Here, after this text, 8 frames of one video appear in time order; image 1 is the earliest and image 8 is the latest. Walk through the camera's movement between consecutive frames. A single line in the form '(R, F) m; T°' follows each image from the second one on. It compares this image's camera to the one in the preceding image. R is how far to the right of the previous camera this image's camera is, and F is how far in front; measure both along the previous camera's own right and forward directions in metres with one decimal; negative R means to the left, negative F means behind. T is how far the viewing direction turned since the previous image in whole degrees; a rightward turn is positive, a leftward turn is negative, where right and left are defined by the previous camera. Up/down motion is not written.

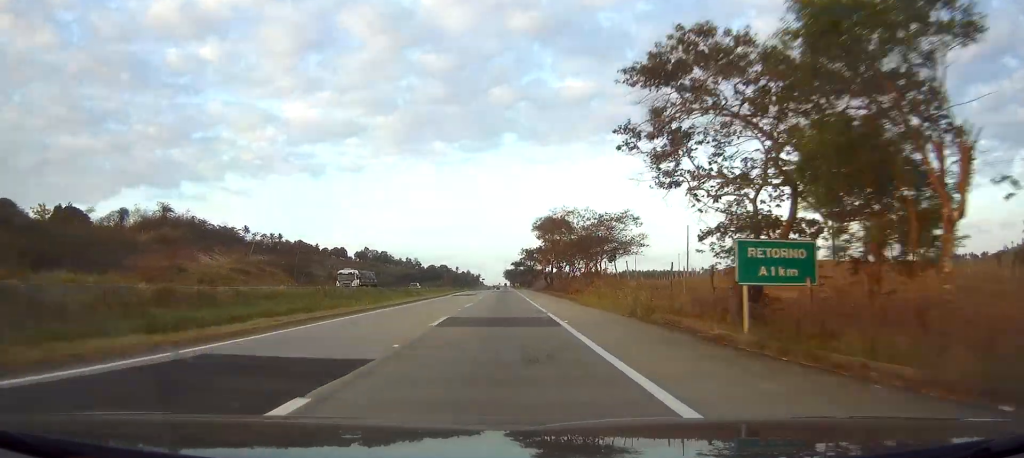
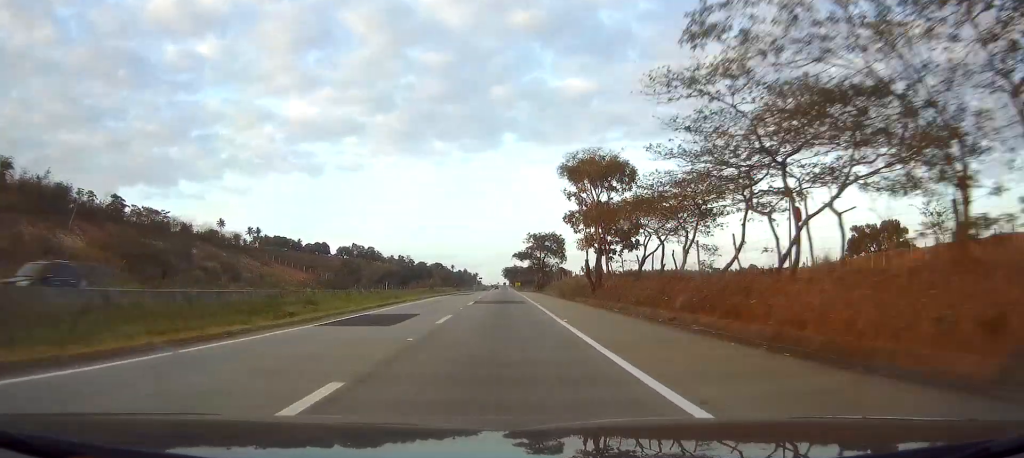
(0.0, +47.5) m; 0°
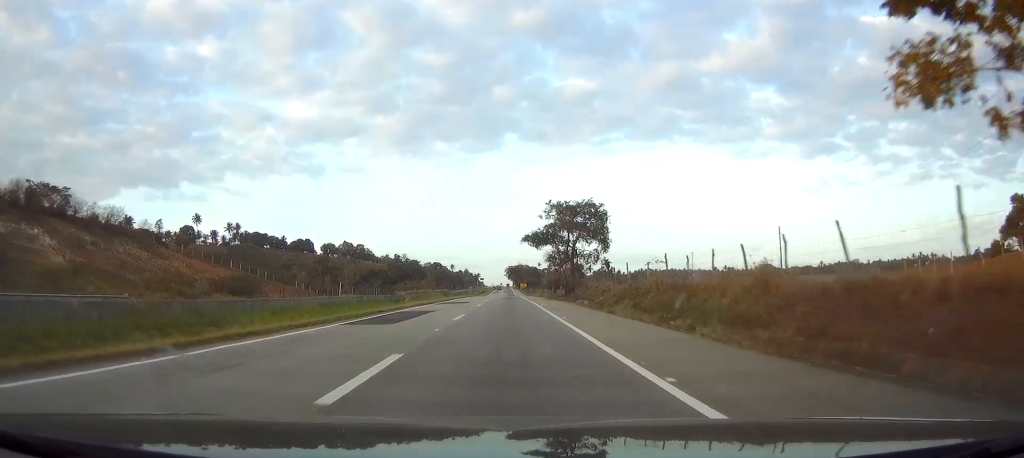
(-0.1, +45.1) m; 0°
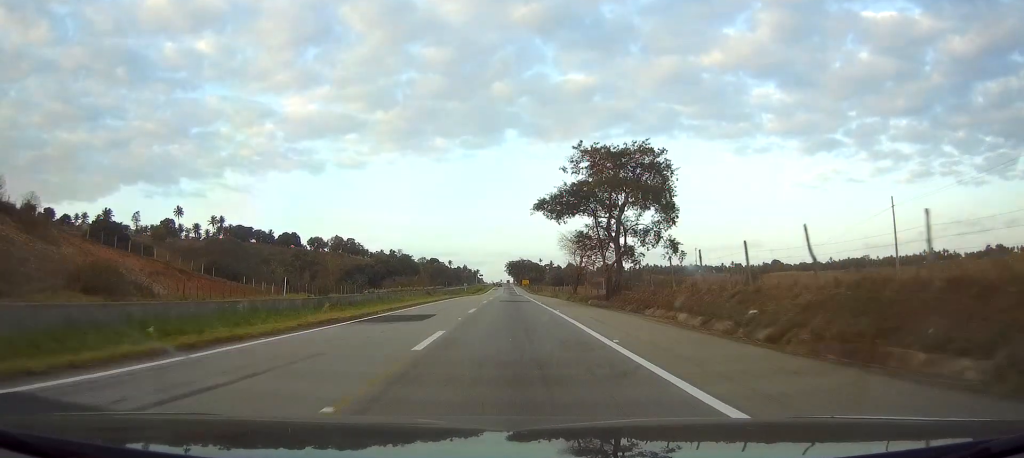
(0.0, +27.1) m; 0°
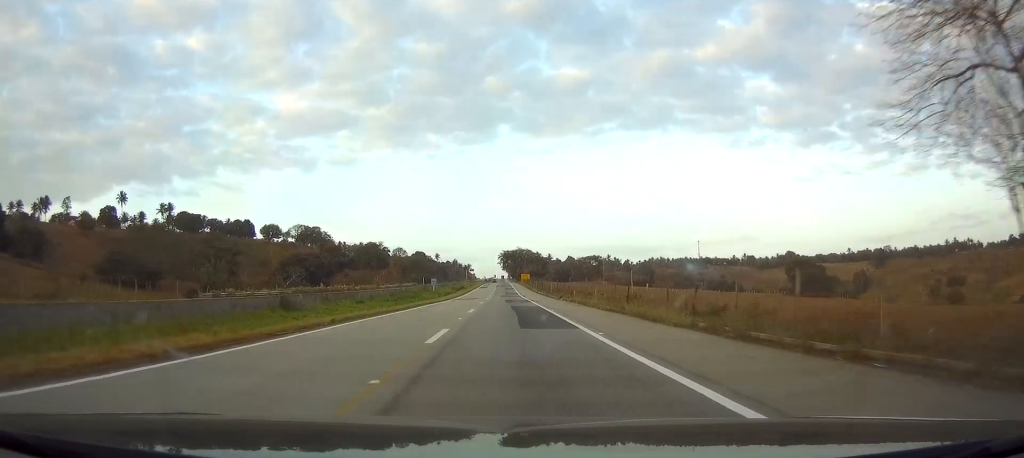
(-0.1, +63.0) m; 0°
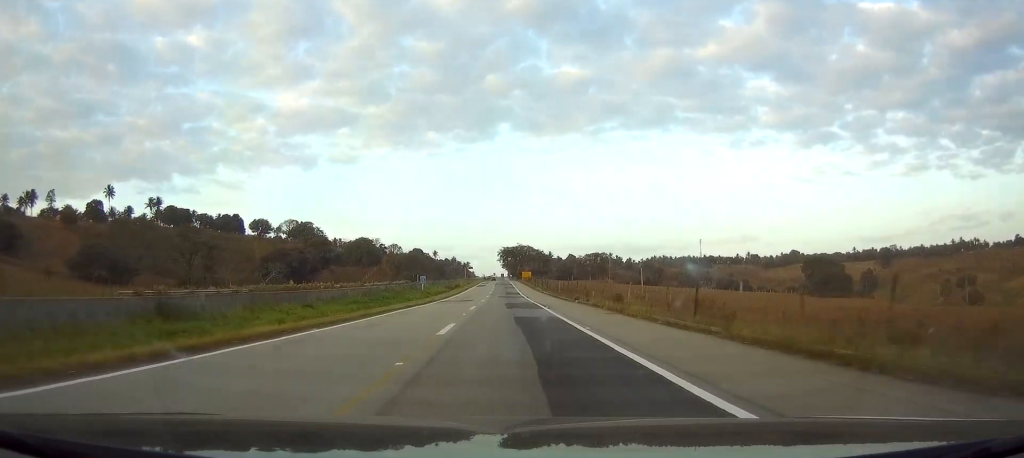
(0.0, +13.5) m; 0°
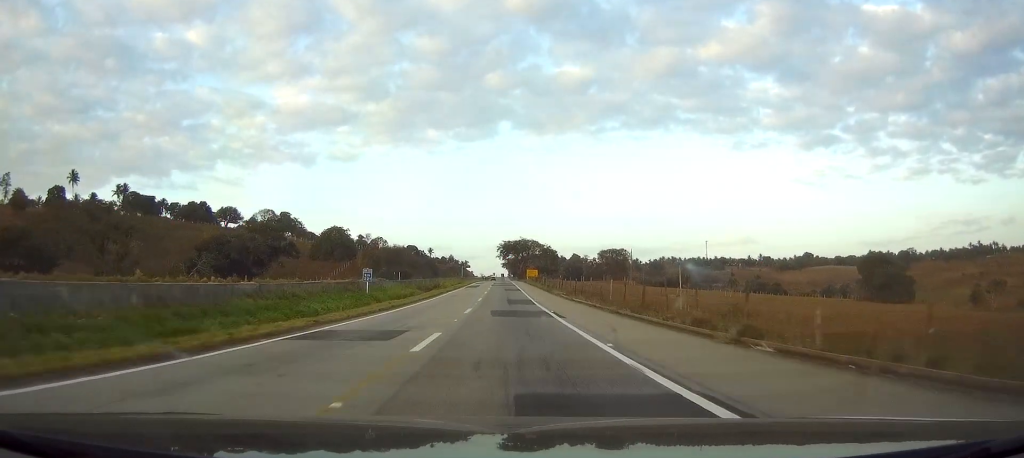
(+0.3, +36.2) m; 0°
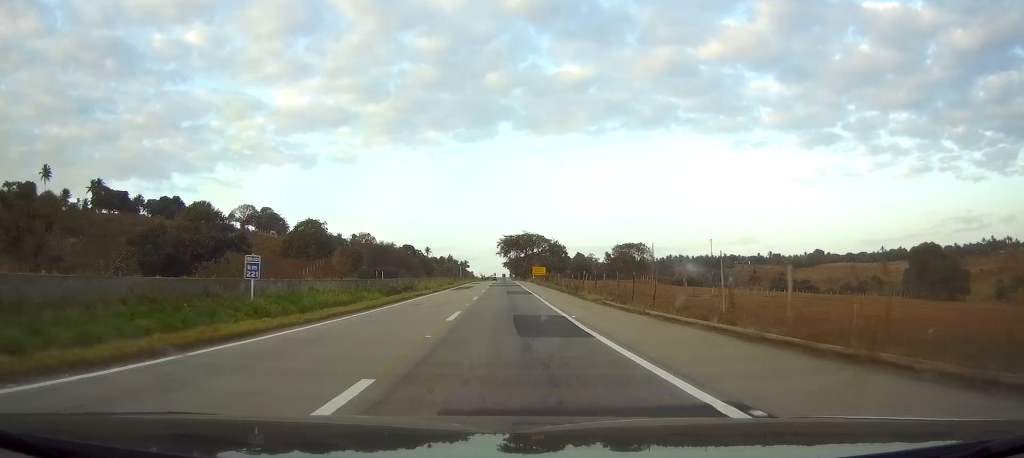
(-0.1, +24.9) m; 0°
